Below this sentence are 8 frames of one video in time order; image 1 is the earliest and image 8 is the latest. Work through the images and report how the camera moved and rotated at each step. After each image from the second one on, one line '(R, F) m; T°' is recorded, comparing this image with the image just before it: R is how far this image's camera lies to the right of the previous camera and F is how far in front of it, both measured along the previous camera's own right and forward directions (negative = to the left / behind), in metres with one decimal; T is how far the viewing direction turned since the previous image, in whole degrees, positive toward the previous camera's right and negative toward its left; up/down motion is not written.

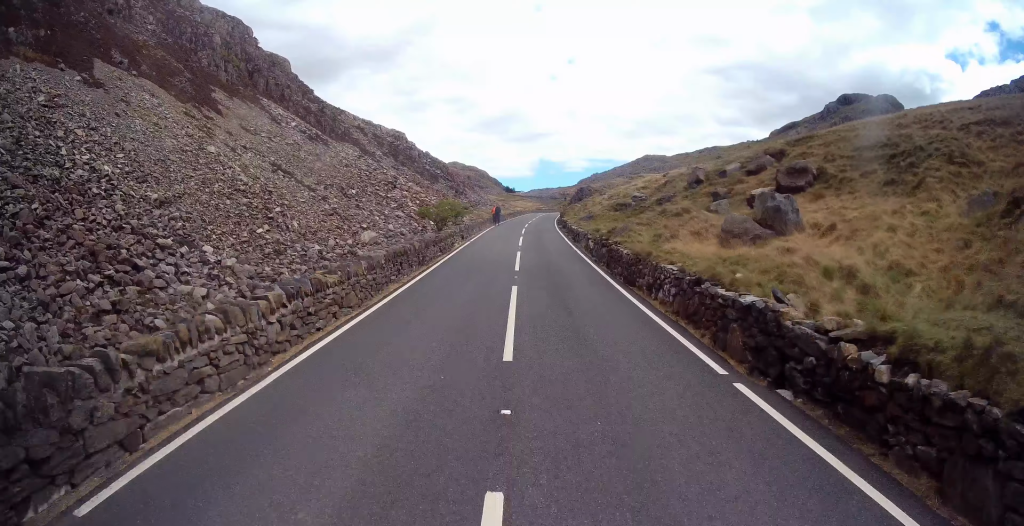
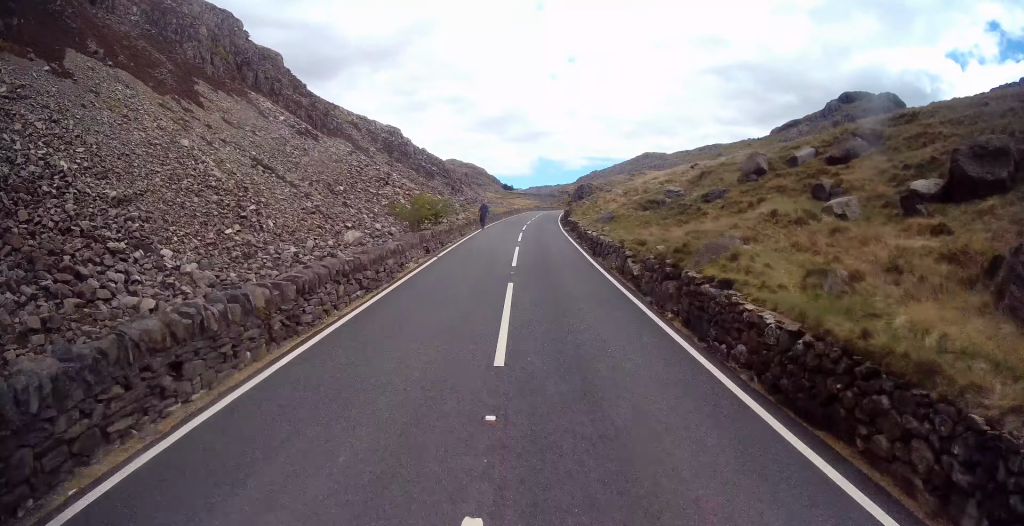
(0.0, +9.2) m; 0°
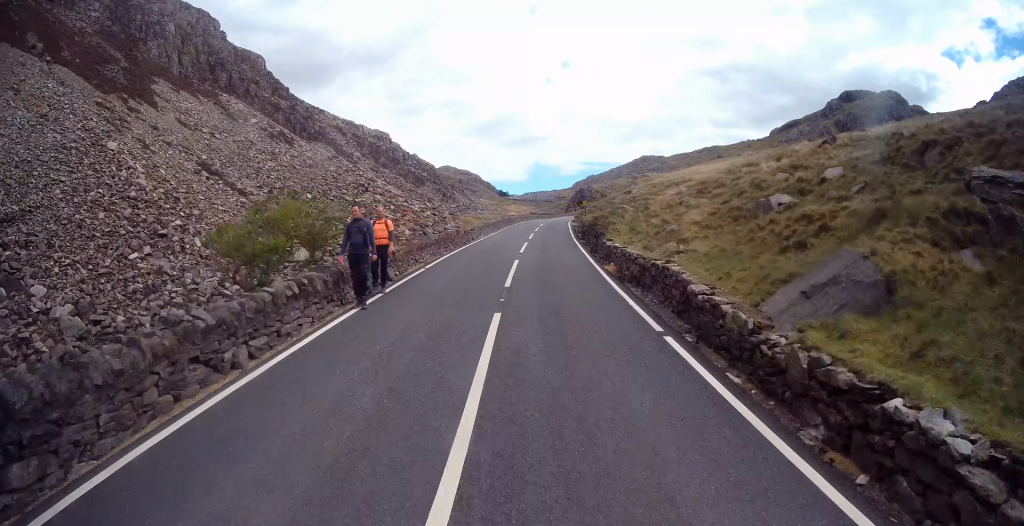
(+0.3, +21.1) m; +1°
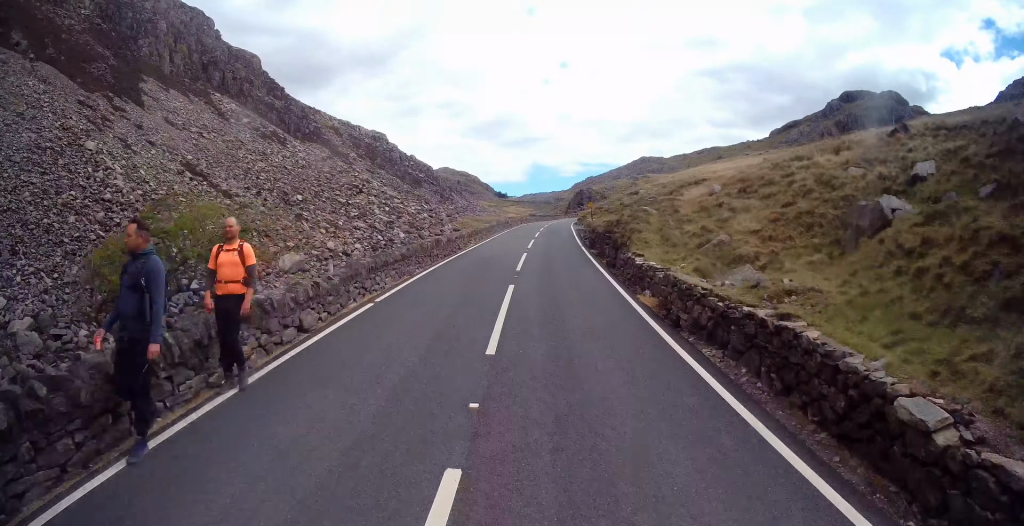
(0.0, +5.3) m; 0°
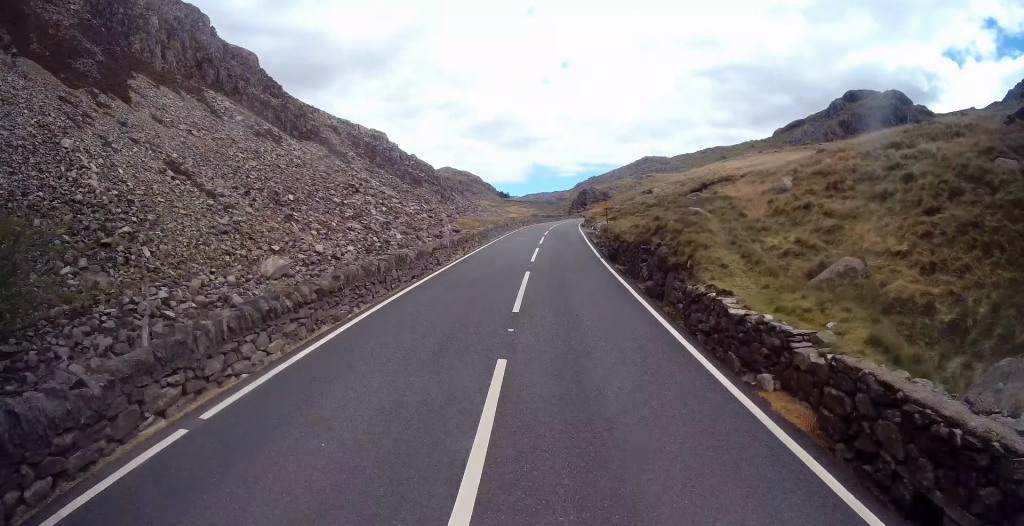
(0.0, +6.2) m; 0°
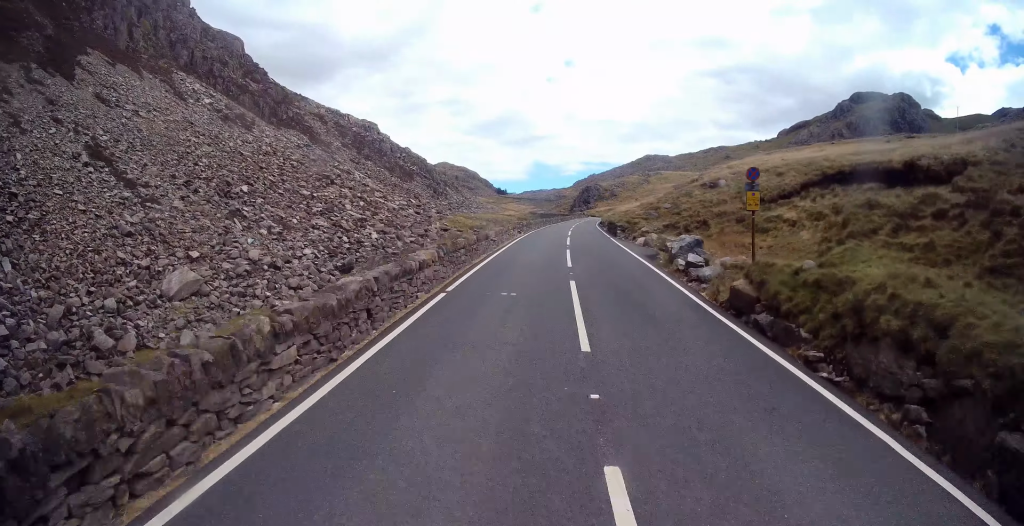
(0.0, +21.0) m; 0°
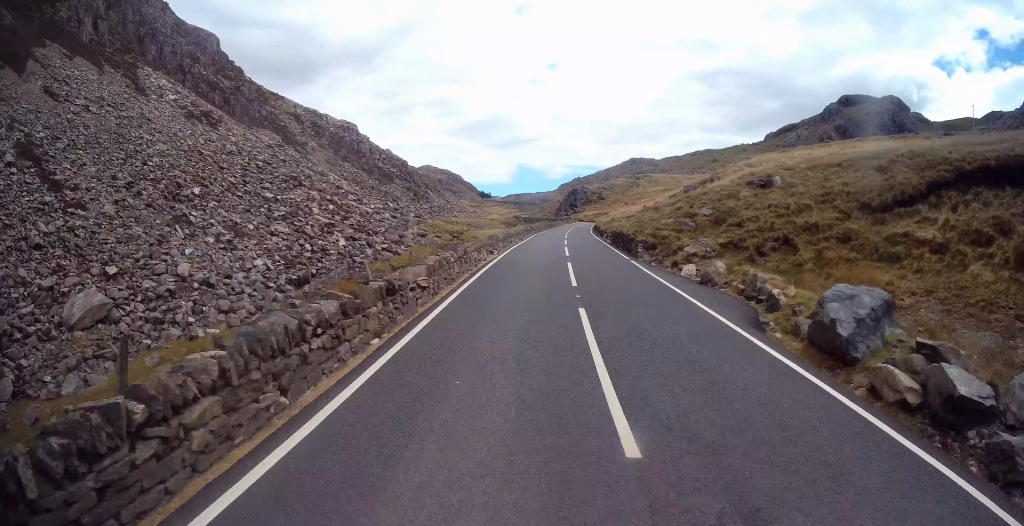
(0.0, +11.8) m; 0°
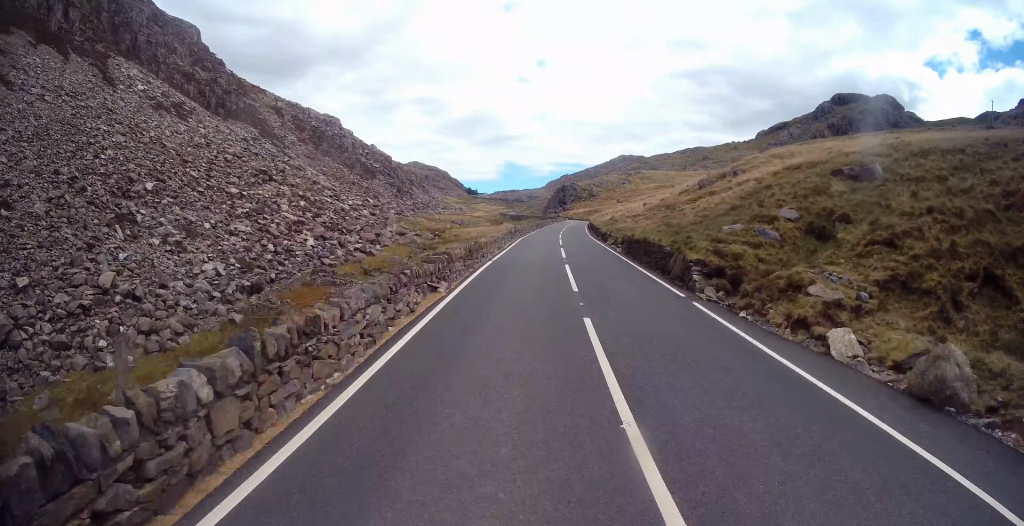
(0.0, +10.0) m; +1°
